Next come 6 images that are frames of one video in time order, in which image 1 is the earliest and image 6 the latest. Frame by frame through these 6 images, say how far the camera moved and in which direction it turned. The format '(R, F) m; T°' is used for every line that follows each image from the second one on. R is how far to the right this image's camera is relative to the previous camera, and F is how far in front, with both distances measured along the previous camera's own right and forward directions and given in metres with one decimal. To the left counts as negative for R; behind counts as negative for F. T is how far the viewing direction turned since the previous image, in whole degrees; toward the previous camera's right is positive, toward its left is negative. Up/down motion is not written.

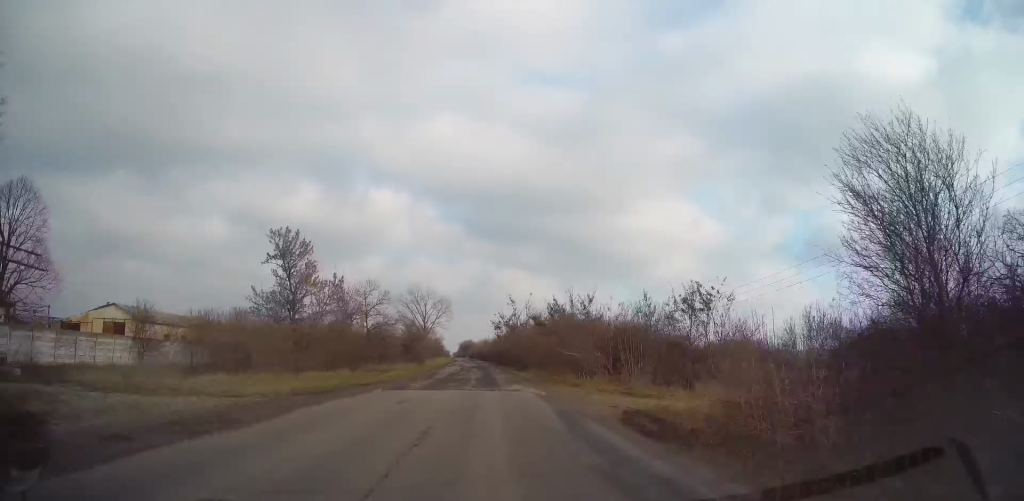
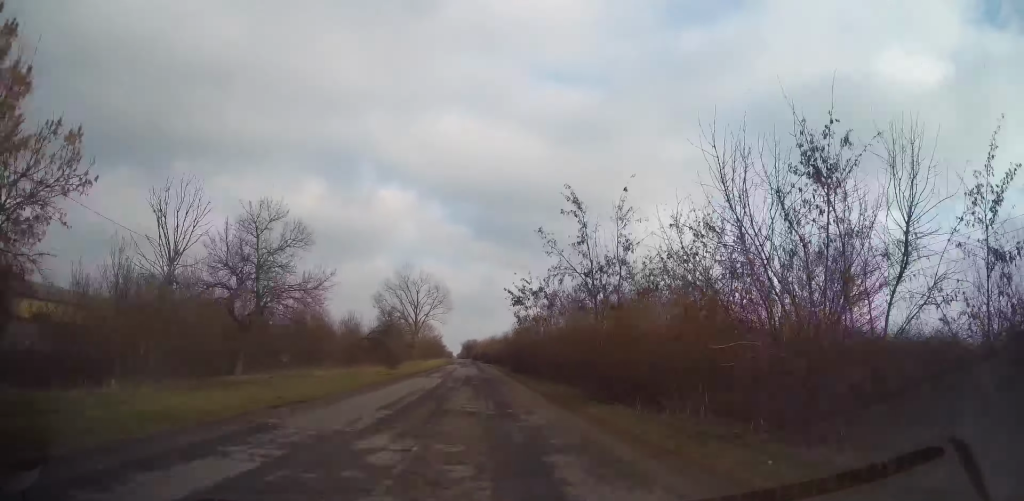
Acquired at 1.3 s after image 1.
(-0.9, +33.3) m; -2°
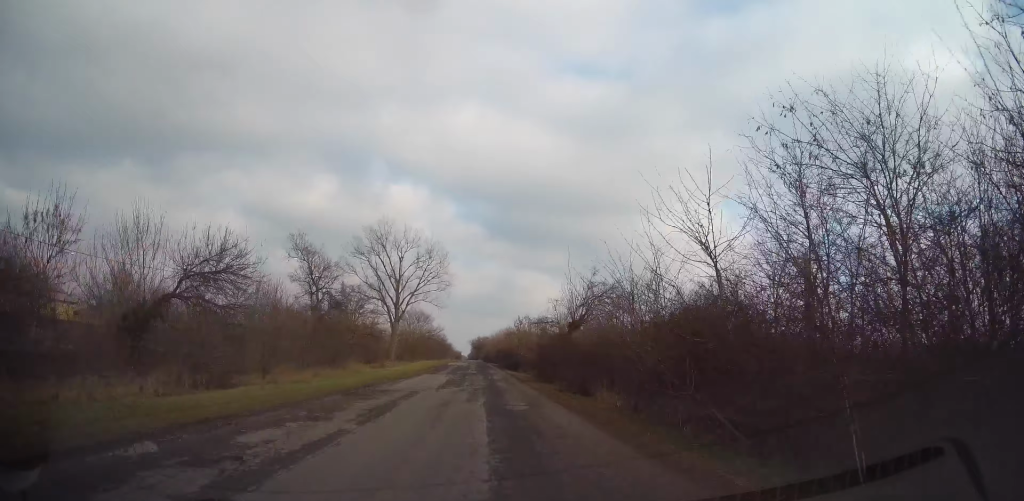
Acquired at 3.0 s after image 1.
(+0.1, +44.4) m; 0°
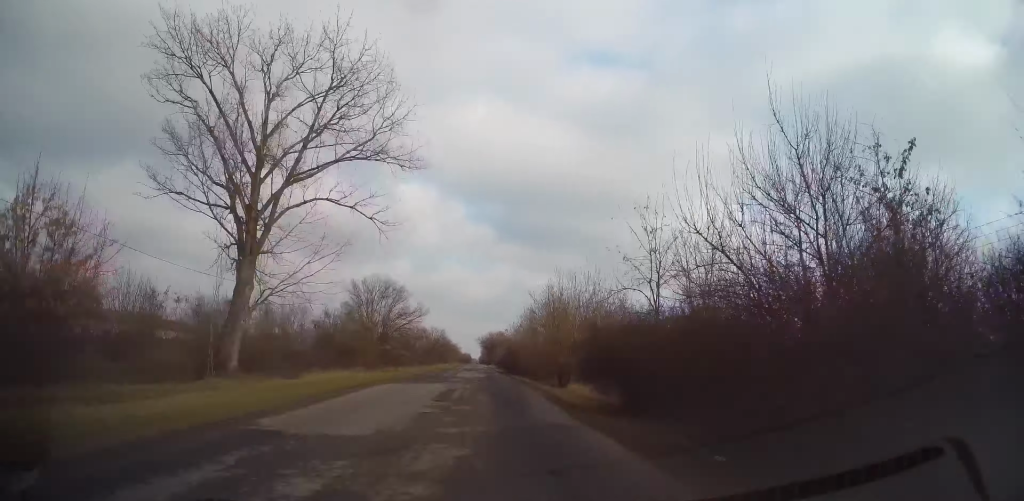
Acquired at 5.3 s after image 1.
(-0.8, +58.1) m; -1°
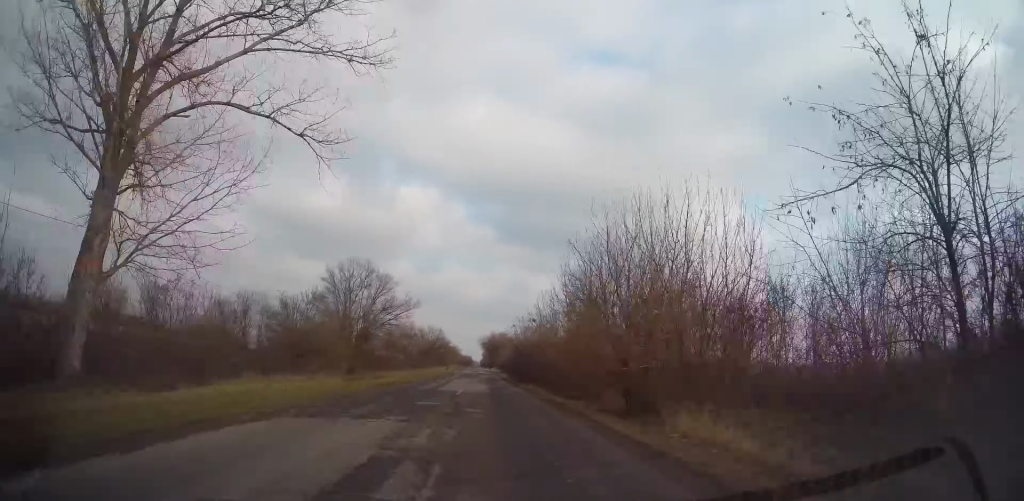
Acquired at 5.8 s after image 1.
(0.0, +12.8) m; 0°
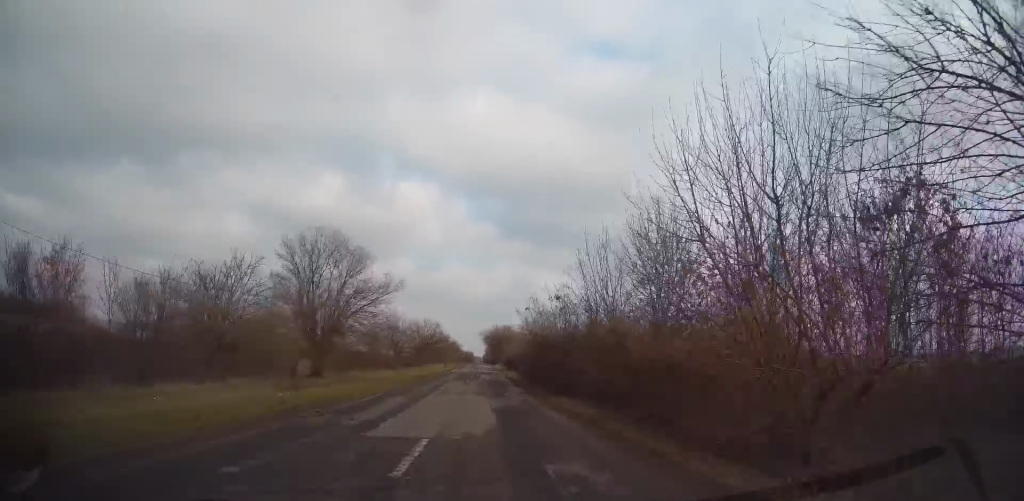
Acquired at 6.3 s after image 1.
(0.0, +13.7) m; 0°
